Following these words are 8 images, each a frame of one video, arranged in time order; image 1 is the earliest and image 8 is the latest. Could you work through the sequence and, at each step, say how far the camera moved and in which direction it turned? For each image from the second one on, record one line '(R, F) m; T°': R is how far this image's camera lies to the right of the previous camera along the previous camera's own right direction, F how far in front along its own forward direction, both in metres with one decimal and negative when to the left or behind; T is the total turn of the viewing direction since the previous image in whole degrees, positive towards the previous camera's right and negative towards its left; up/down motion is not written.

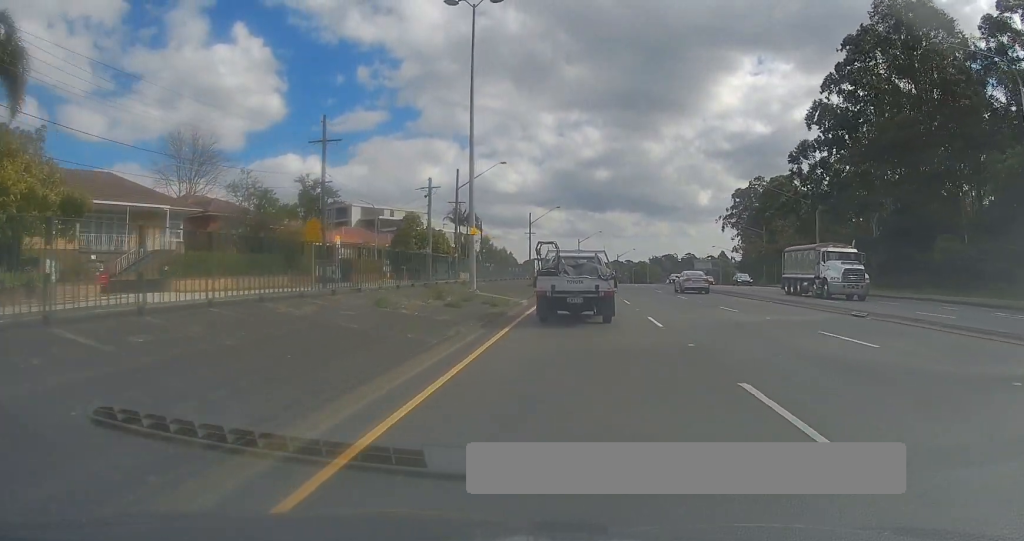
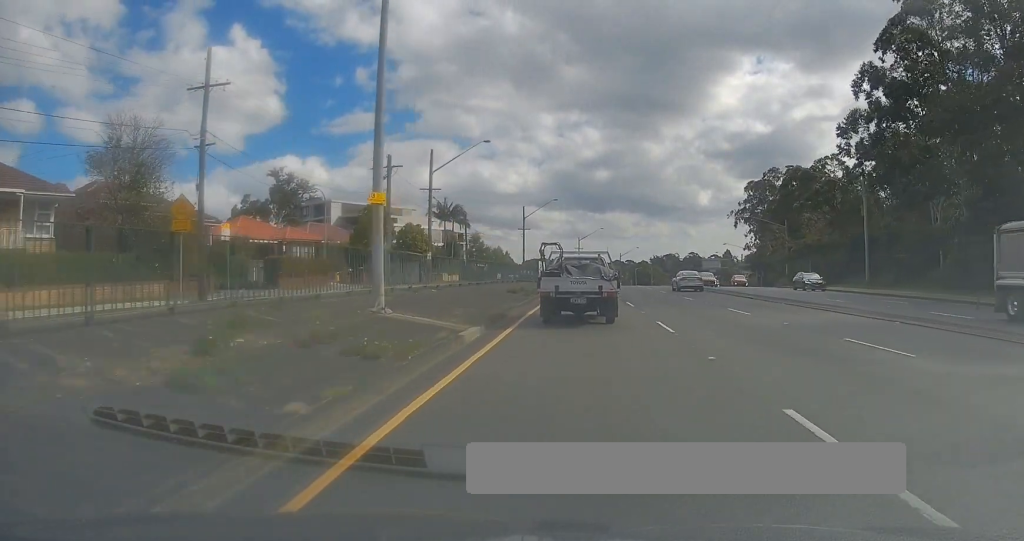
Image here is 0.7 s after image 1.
(+0.4, +13.5) m; +1°
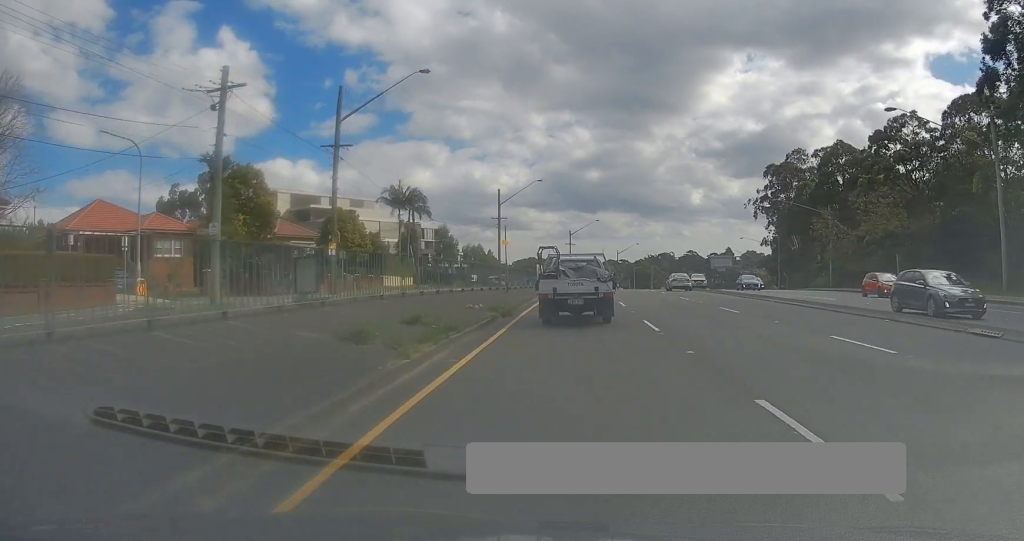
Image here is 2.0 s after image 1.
(-0.1, +23.0) m; 0°
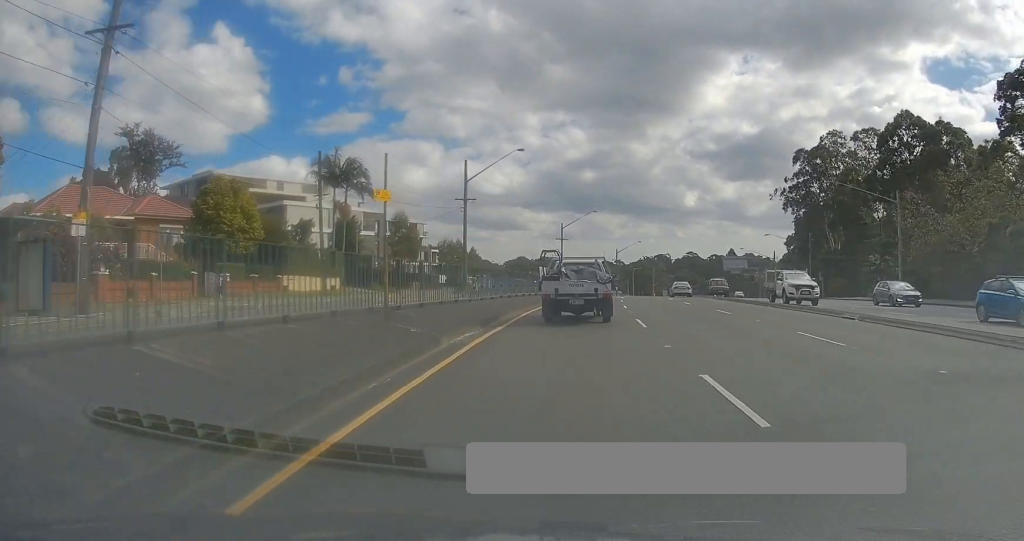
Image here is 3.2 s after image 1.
(+0.4, +21.4) m; +1°
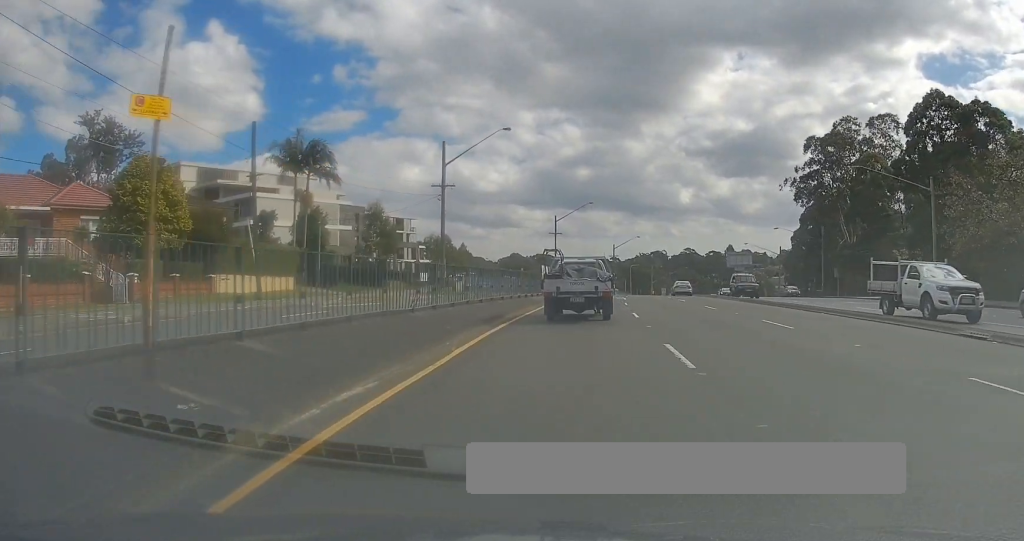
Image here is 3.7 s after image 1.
(+0.1, +8.3) m; 0°
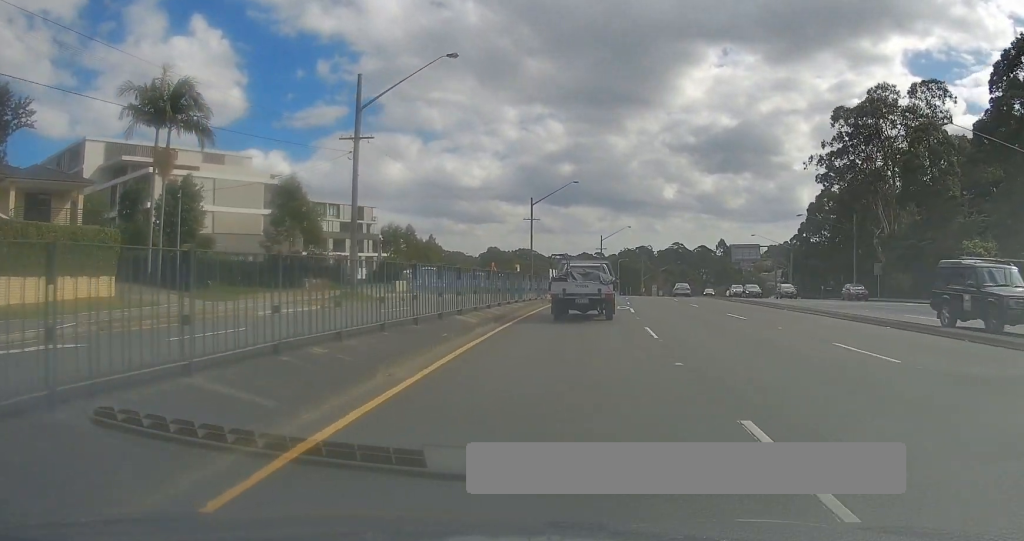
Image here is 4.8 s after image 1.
(0.0, +17.9) m; 0°
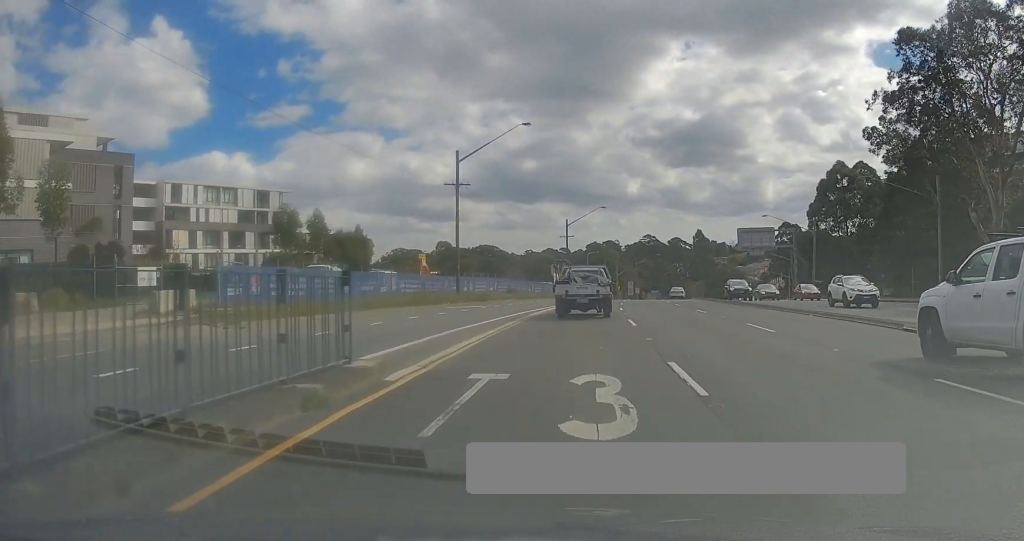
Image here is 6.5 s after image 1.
(+0.8, +29.4) m; +3°
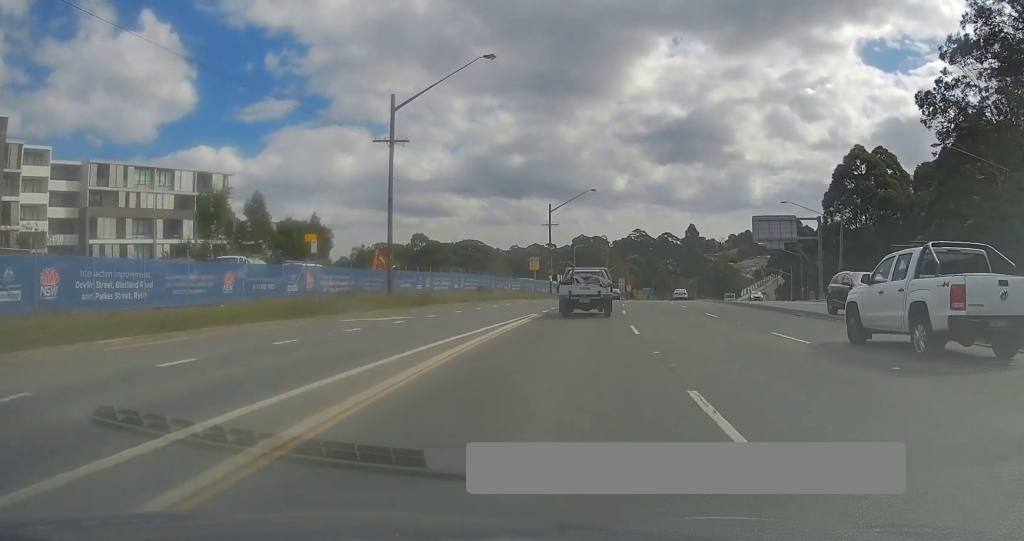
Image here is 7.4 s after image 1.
(+0.1, +14.8) m; +1°
